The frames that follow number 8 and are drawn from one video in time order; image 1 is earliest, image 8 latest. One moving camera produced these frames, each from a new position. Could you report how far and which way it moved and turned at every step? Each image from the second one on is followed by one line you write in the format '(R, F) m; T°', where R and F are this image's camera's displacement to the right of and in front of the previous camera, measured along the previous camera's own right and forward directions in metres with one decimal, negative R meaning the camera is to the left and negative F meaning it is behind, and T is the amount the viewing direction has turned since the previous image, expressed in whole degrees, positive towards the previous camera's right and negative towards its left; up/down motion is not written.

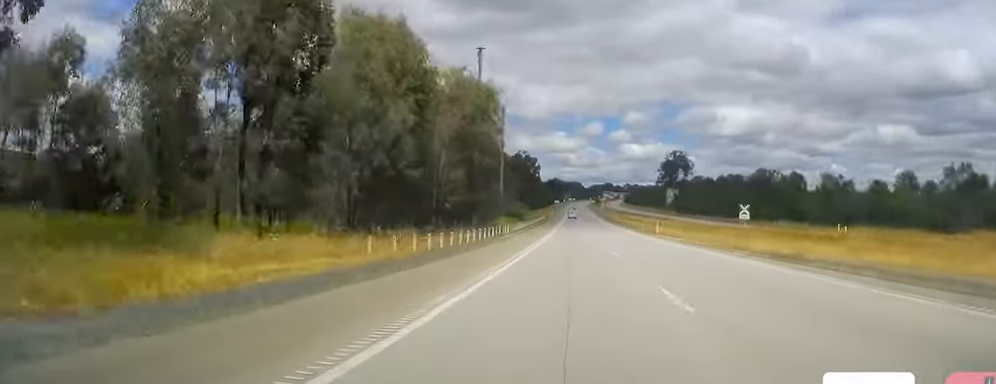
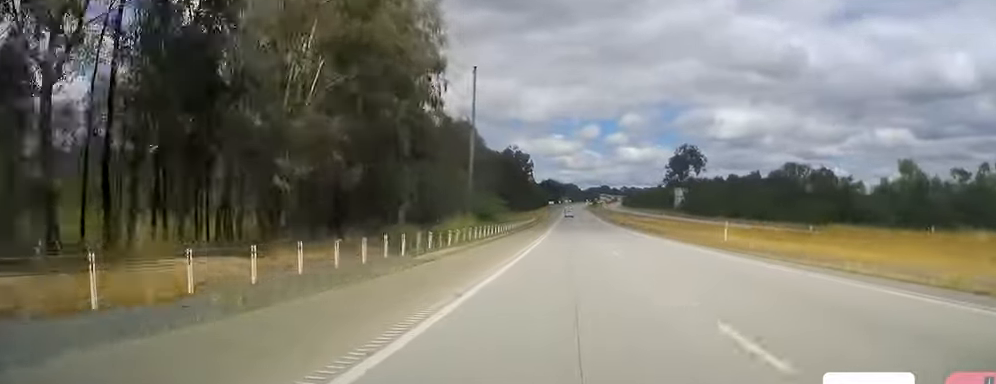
(-0.2, +29.3) m; -1°
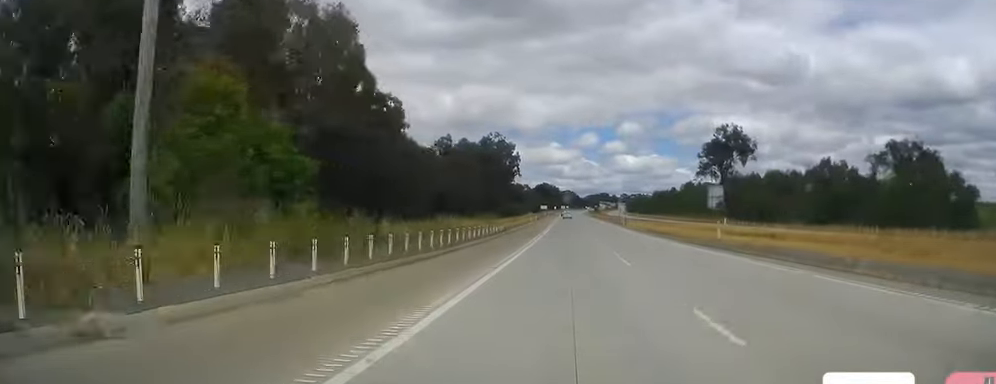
(-0.4, +59.3) m; 0°
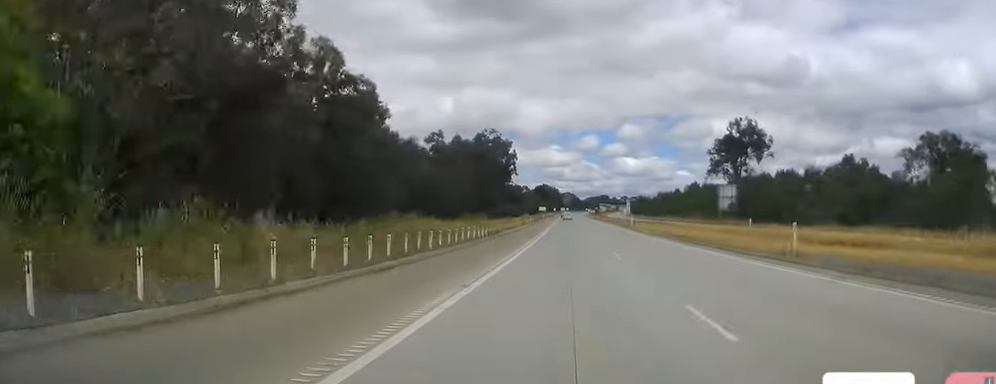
(-0.2, +12.6) m; +1°
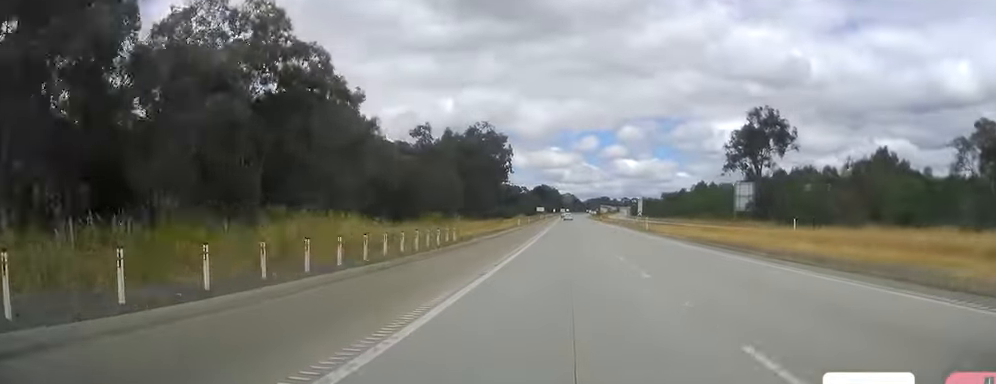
(+0.5, +15.5) m; 0°
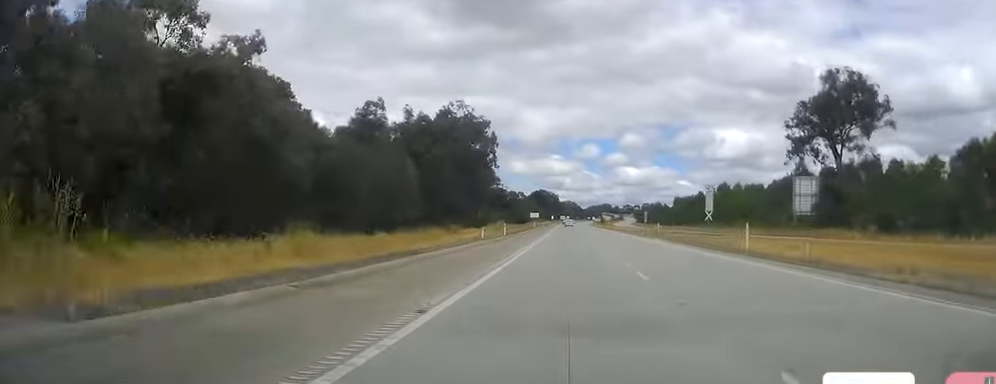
(-0.2, +38.8) m; -1°
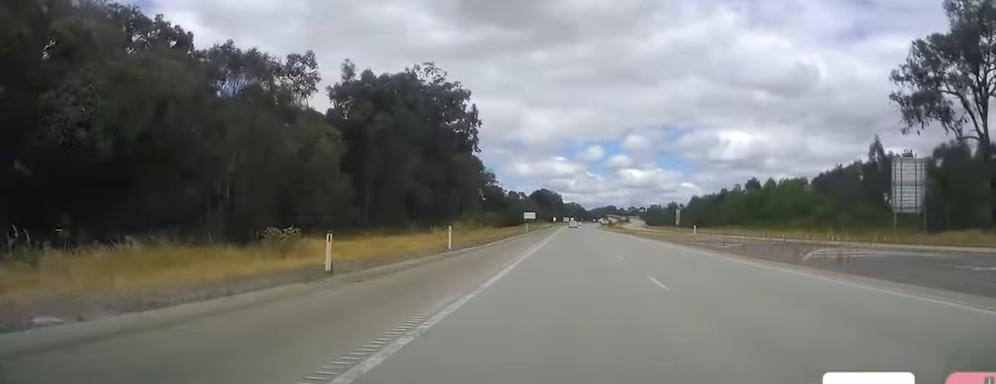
(-0.1, +33.8) m; -1°
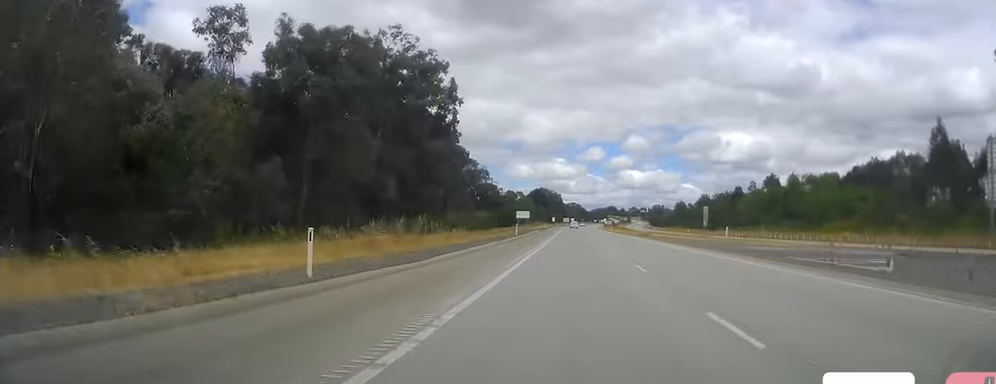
(-0.2, +19.1) m; +1°
